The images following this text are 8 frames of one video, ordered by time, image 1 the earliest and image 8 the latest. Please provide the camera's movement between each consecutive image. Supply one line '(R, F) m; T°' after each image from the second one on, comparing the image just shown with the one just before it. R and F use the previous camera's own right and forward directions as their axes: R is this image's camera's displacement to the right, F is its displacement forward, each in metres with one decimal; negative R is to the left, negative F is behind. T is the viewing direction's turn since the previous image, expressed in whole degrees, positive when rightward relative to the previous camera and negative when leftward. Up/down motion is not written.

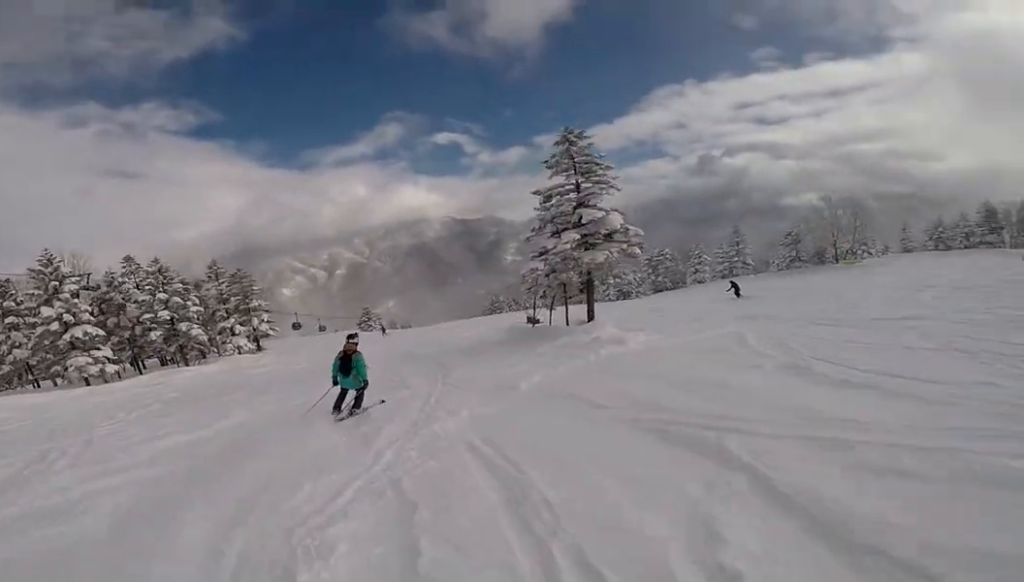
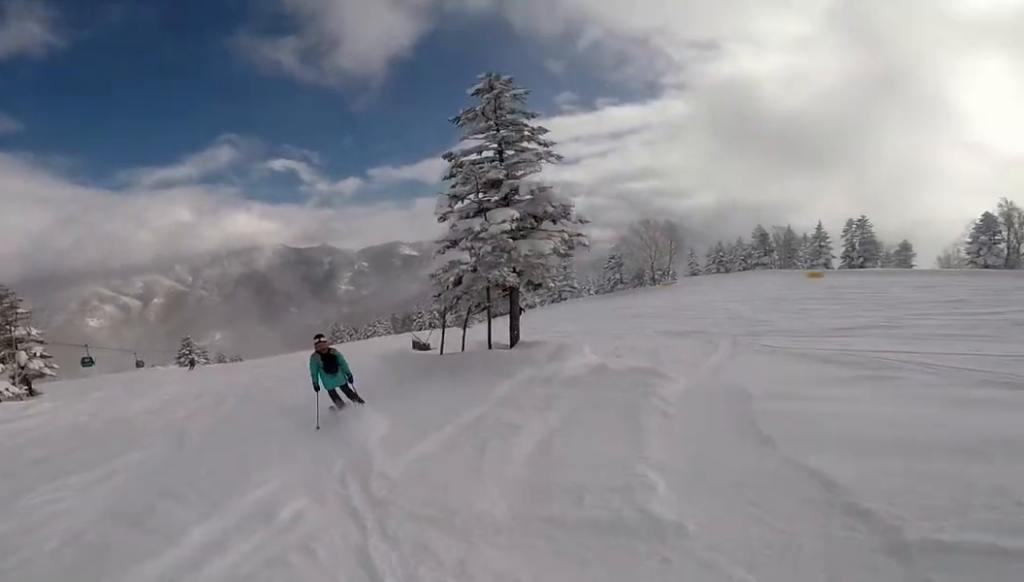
(+1.3, +6.6) m; +10°
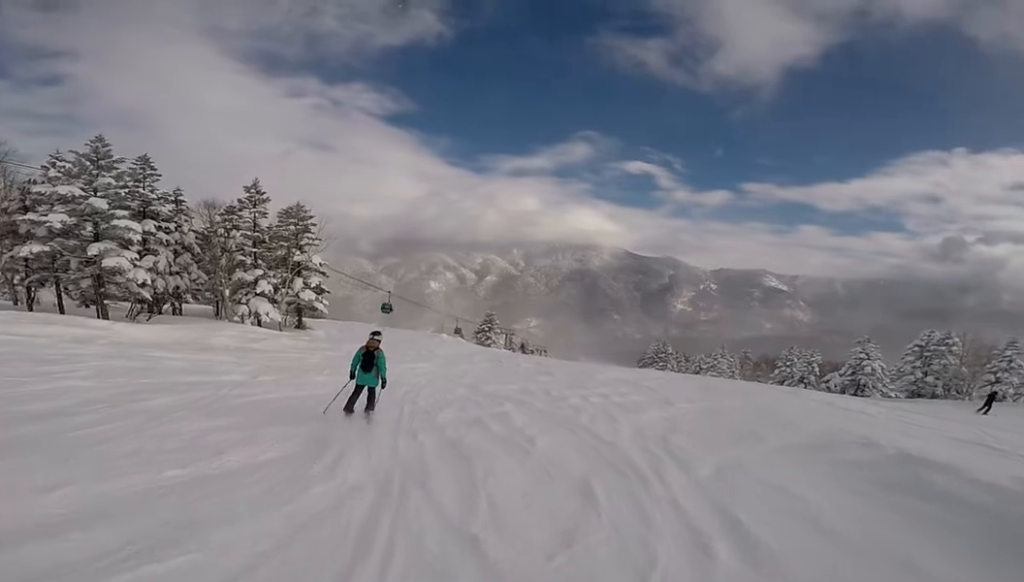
(-0.7, +11.0) m; -15°
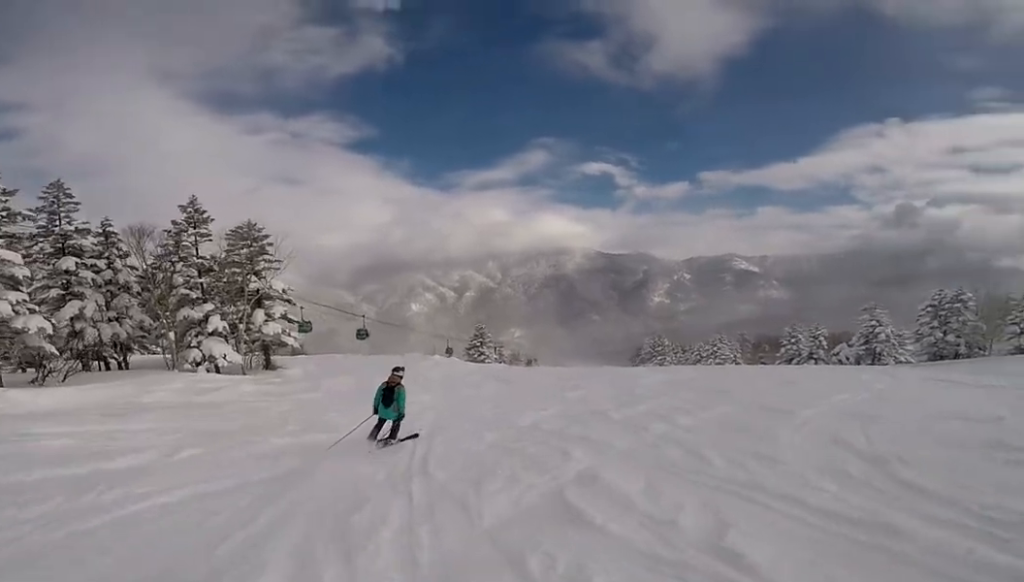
(-0.6, +4.0) m; +3°
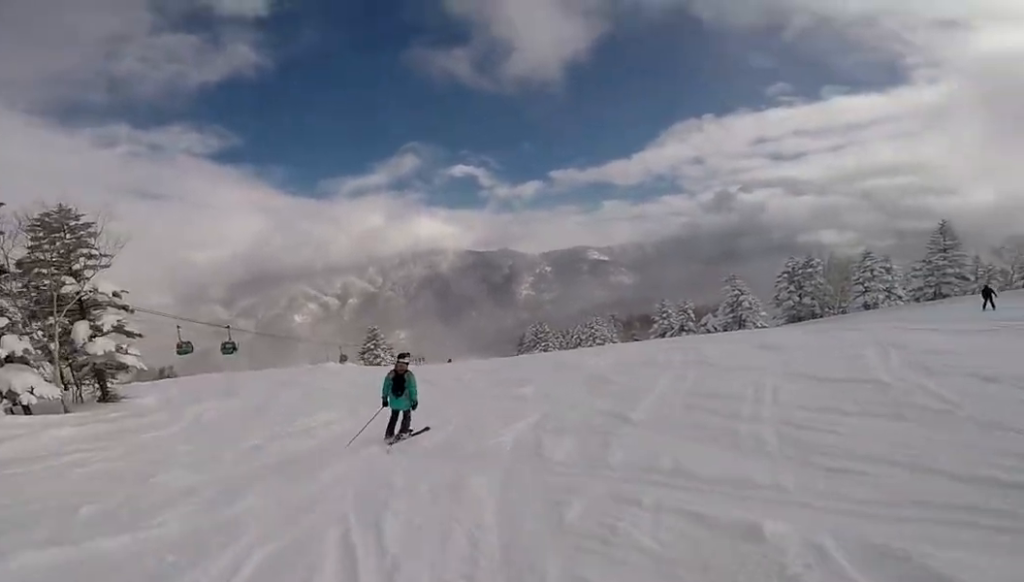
(+0.2, +3.8) m; +13°
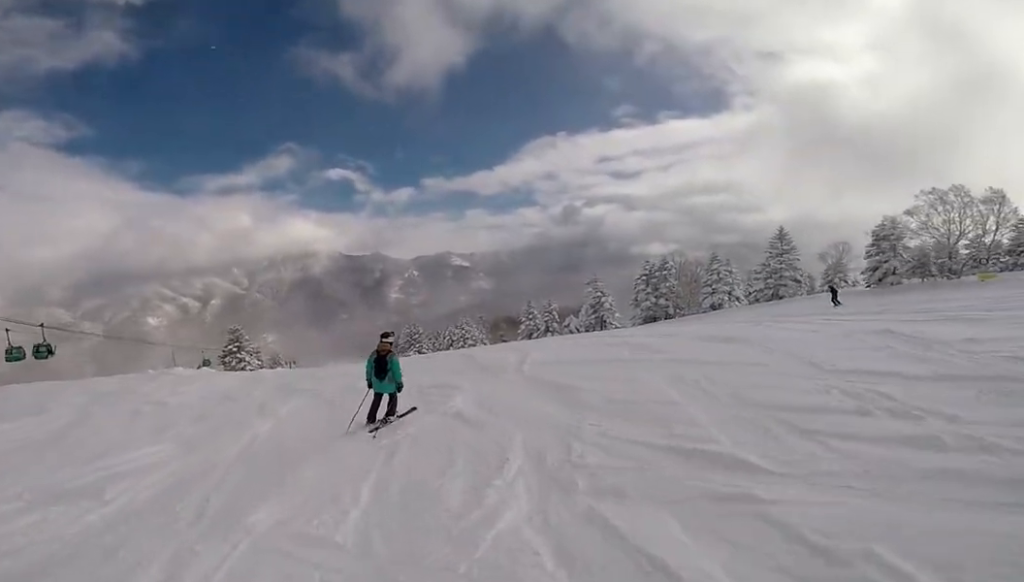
(+0.2, +3.4) m; +19°
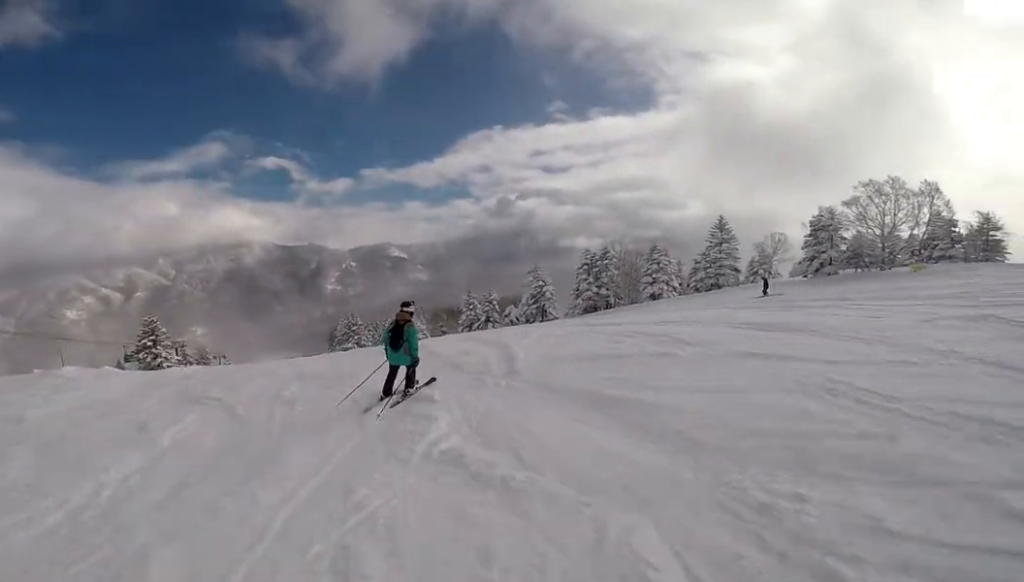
(+0.8, +2.5) m; +6°
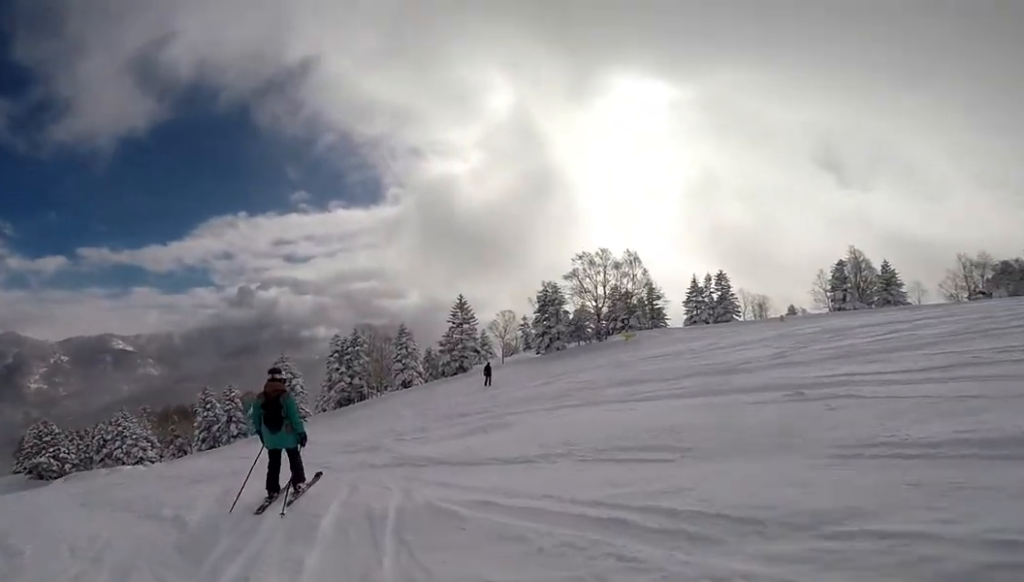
(+0.5, +6.9) m; +11°
